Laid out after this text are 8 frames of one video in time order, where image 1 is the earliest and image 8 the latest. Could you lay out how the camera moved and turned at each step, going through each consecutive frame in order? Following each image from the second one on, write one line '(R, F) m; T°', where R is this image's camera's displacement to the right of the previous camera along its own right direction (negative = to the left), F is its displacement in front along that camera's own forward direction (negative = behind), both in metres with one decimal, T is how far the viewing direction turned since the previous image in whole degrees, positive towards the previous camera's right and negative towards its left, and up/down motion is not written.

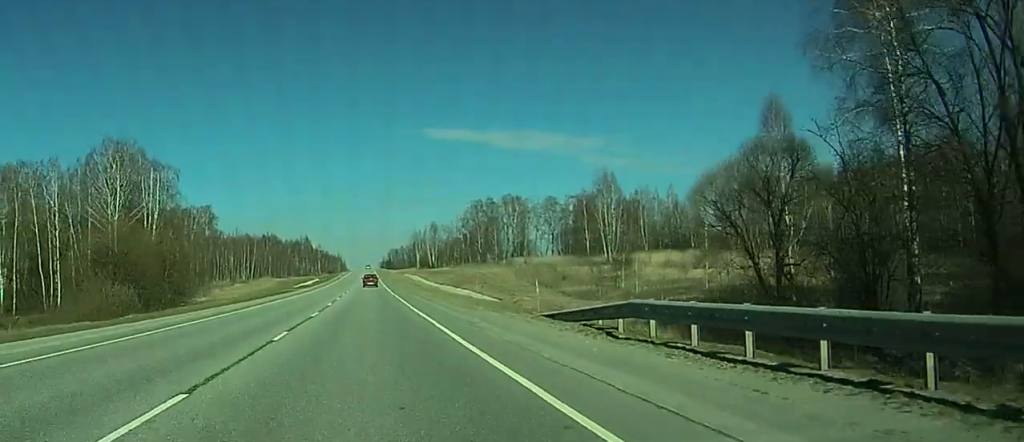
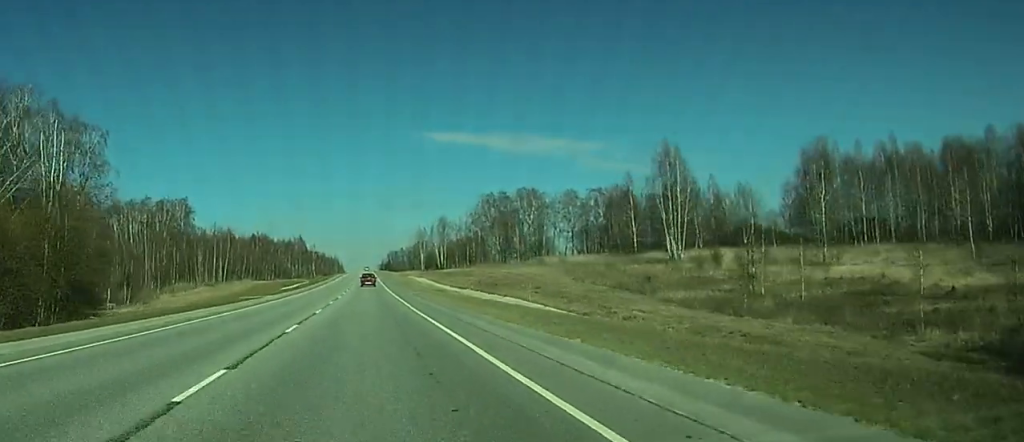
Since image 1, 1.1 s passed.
(0.0, +33.6) m; 0°
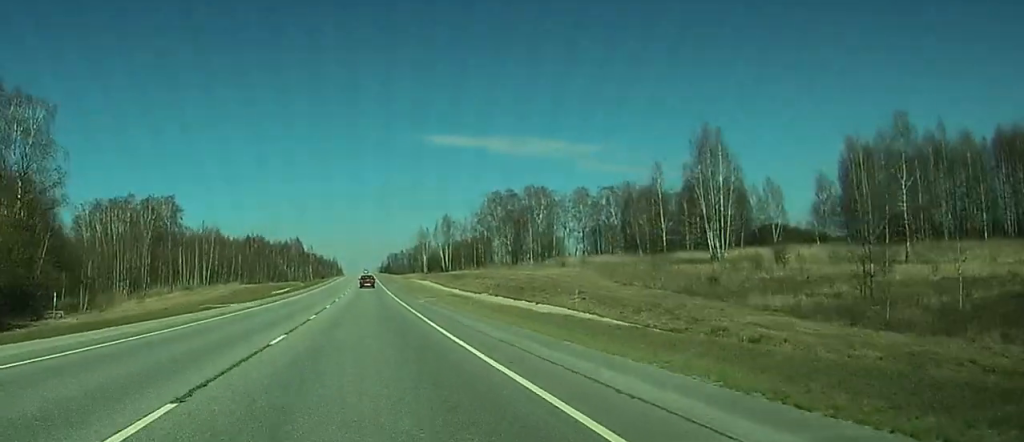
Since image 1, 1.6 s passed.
(0.0, +15.2) m; 0°
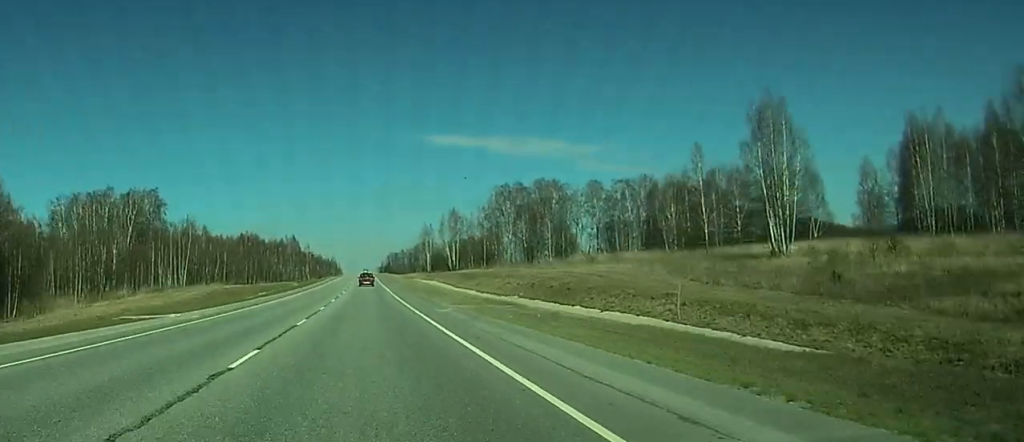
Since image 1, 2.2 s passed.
(0.0, +17.2) m; 0°
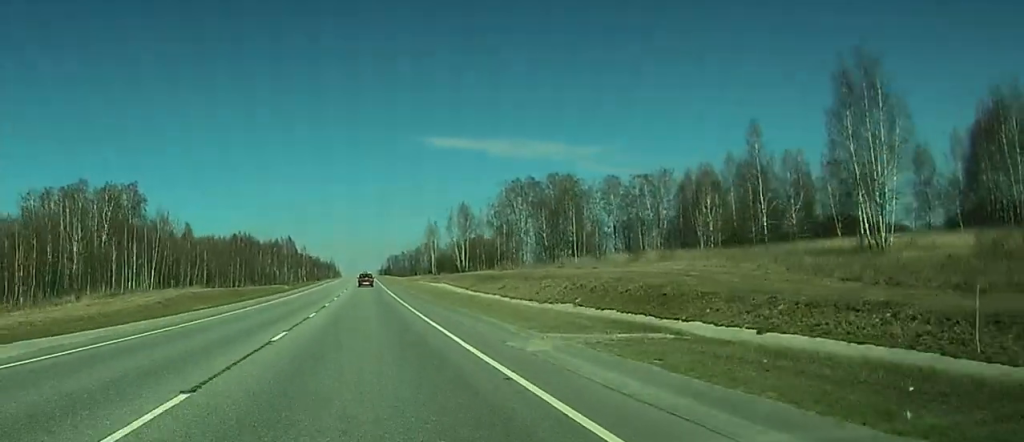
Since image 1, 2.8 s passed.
(0.0, +18.1) m; 0°
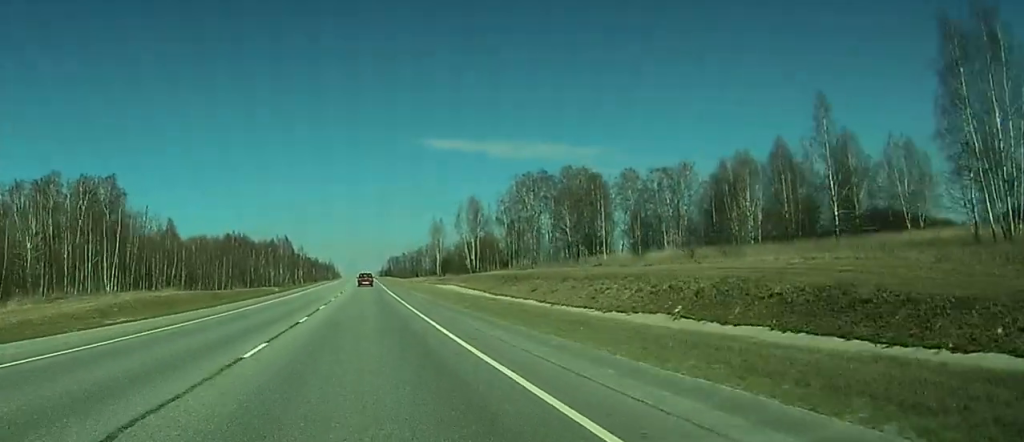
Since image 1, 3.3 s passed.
(0.0, +16.1) m; 0°
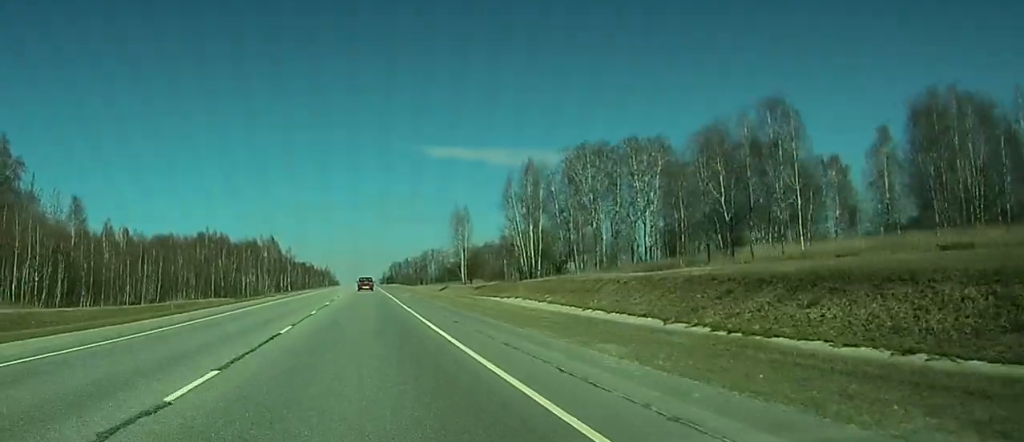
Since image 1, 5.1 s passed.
(0.0, +53.0) m; 0°
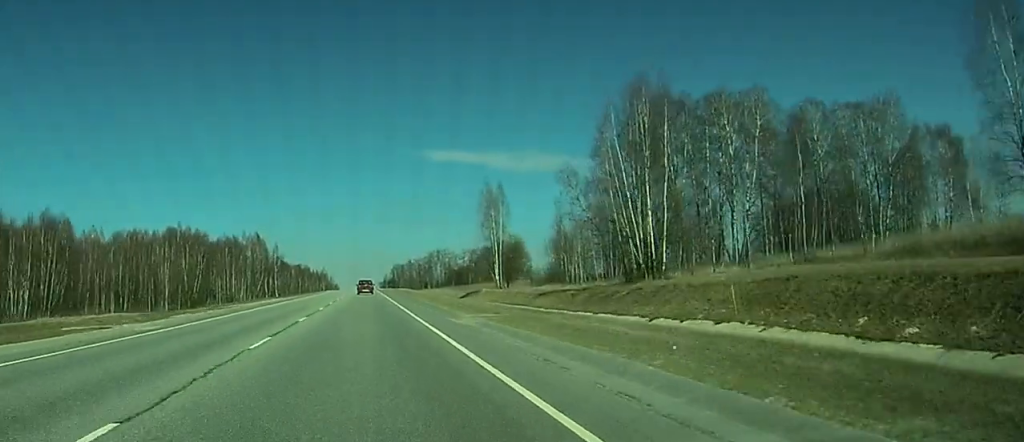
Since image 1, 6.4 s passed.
(0.0, +40.4) m; 0°
